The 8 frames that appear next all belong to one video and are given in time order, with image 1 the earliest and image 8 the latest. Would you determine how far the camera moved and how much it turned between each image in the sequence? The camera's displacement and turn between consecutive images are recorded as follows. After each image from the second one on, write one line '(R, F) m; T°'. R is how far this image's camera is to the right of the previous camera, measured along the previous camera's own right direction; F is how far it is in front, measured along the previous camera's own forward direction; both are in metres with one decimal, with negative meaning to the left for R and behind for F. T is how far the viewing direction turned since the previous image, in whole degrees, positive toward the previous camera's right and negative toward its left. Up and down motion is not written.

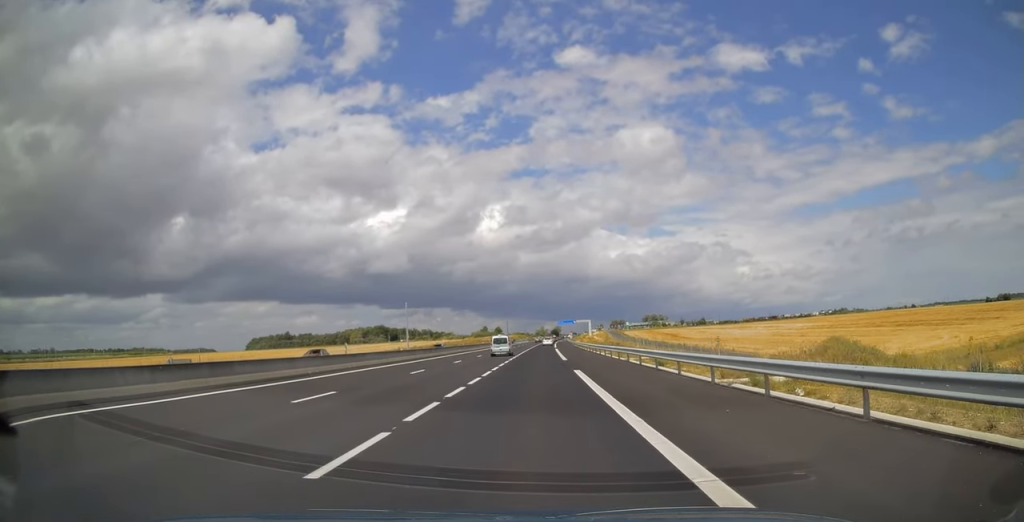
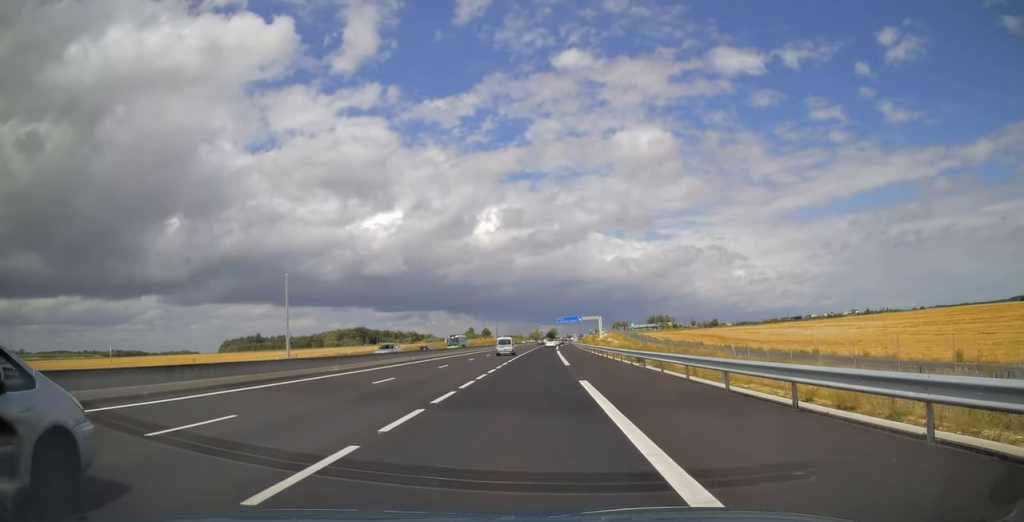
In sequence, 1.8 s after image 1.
(+0.2, +57.9) m; 0°
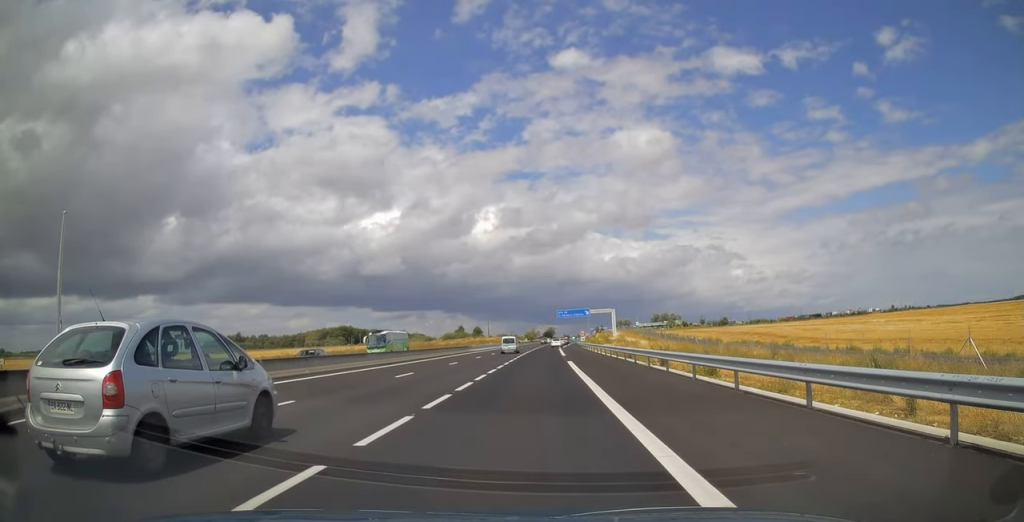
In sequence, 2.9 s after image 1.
(+0.1, +36.5) m; 0°
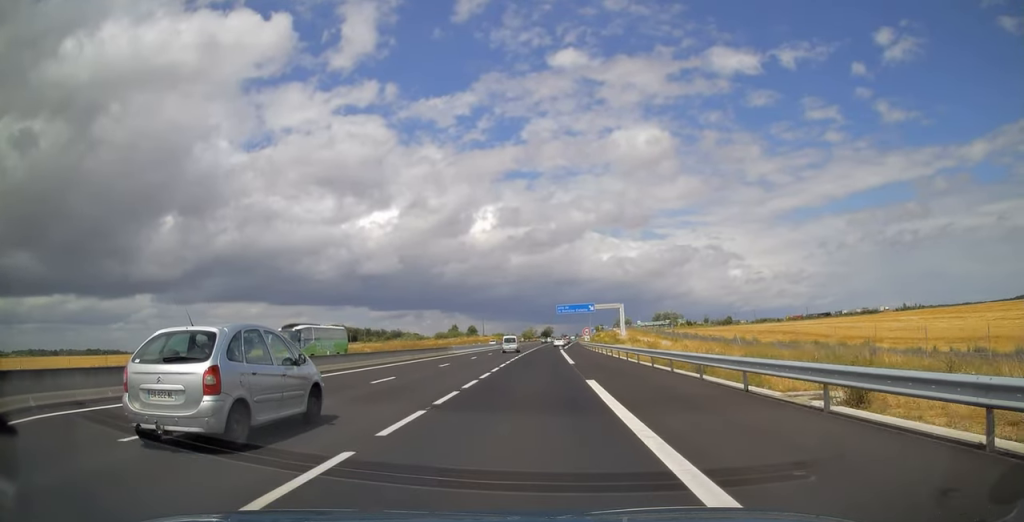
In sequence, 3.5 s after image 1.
(0.0, +16.6) m; 0°
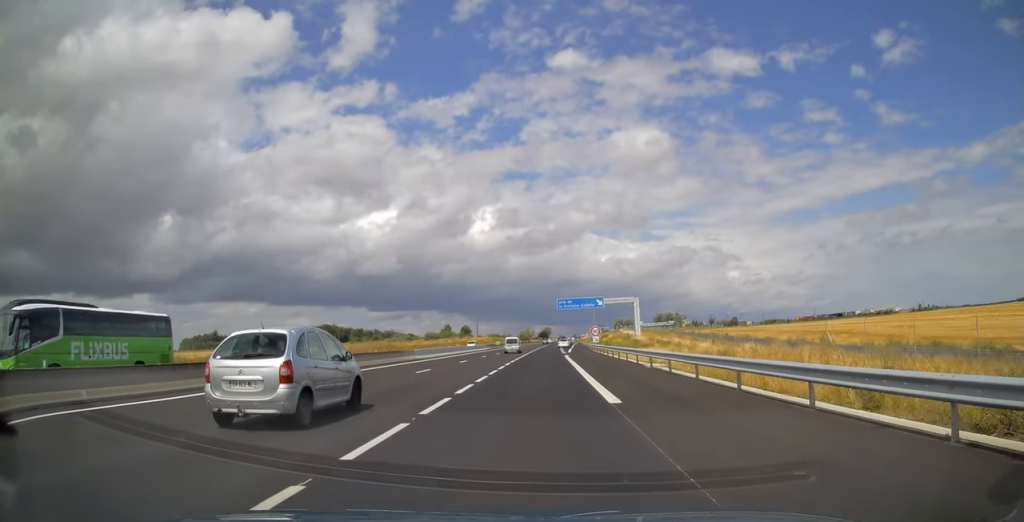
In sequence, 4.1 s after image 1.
(0.0, +19.4) m; 0°
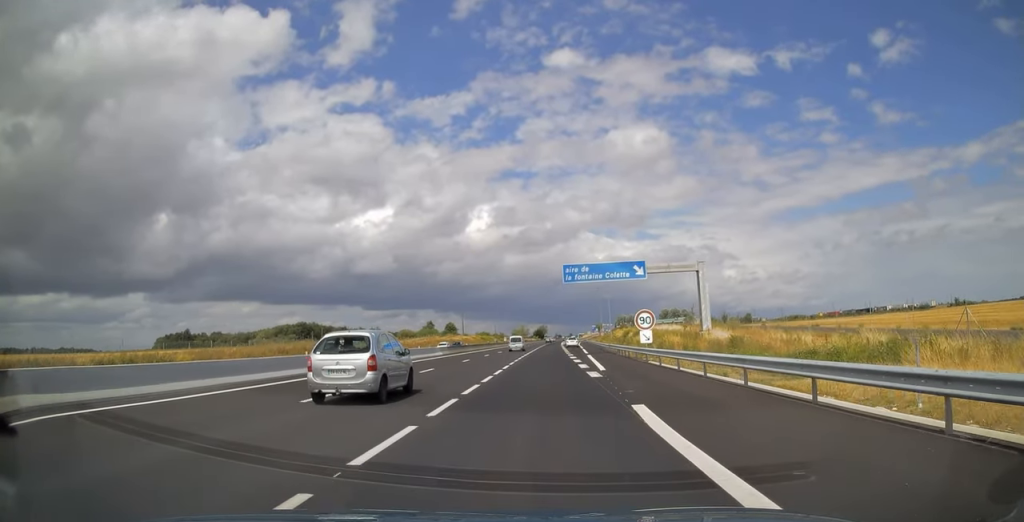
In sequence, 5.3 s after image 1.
(+0.1, +39.8) m; +1°
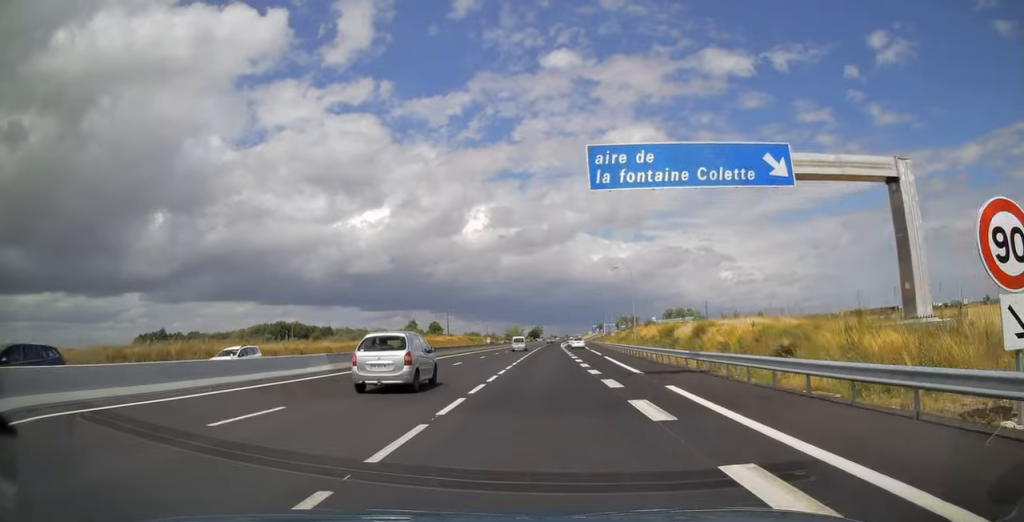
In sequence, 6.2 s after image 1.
(+0.2, +30.5) m; 0°
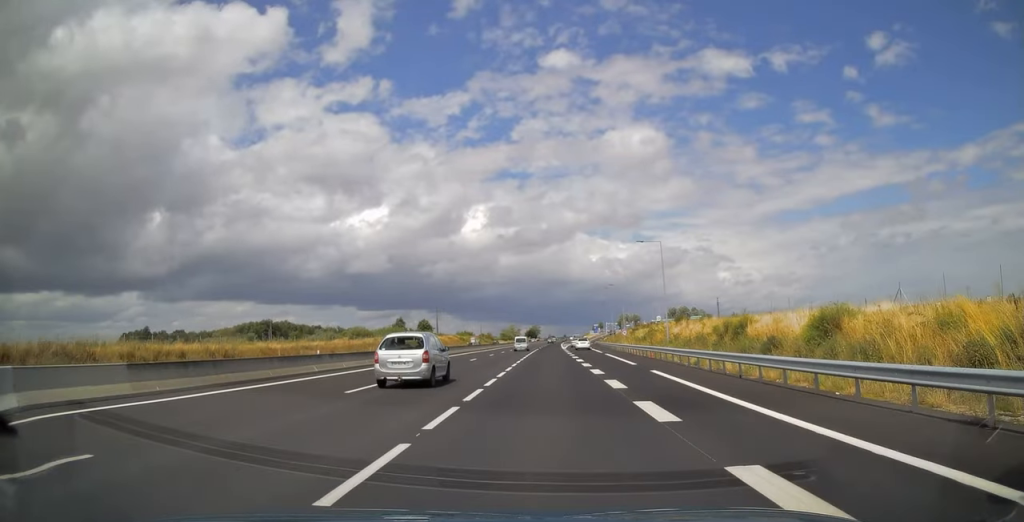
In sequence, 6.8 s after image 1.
(-0.1, +19.3) m; 0°
